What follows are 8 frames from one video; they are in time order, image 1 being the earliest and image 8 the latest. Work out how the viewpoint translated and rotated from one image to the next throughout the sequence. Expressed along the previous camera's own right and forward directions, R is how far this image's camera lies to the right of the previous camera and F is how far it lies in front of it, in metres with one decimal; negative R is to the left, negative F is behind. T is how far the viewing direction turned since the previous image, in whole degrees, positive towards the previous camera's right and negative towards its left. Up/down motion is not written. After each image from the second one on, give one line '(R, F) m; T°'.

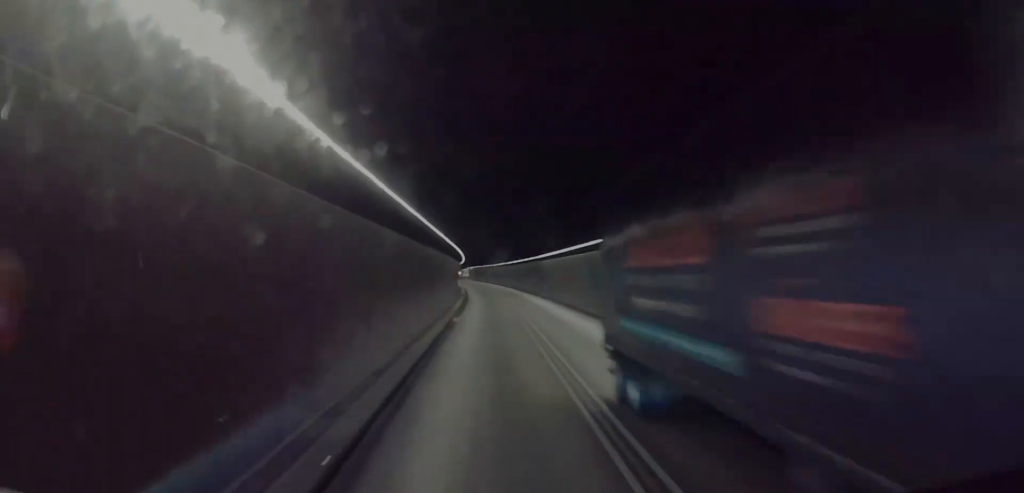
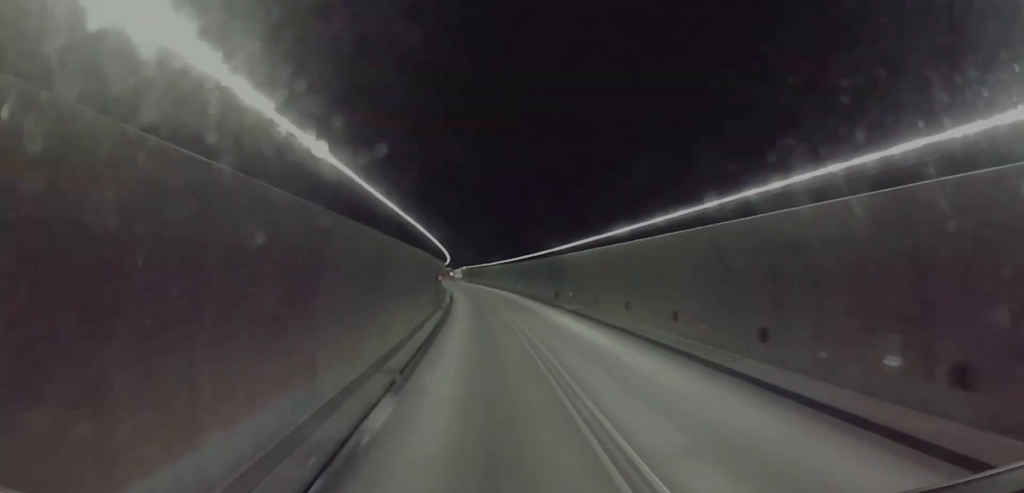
(0.0, +23.9) m; 0°
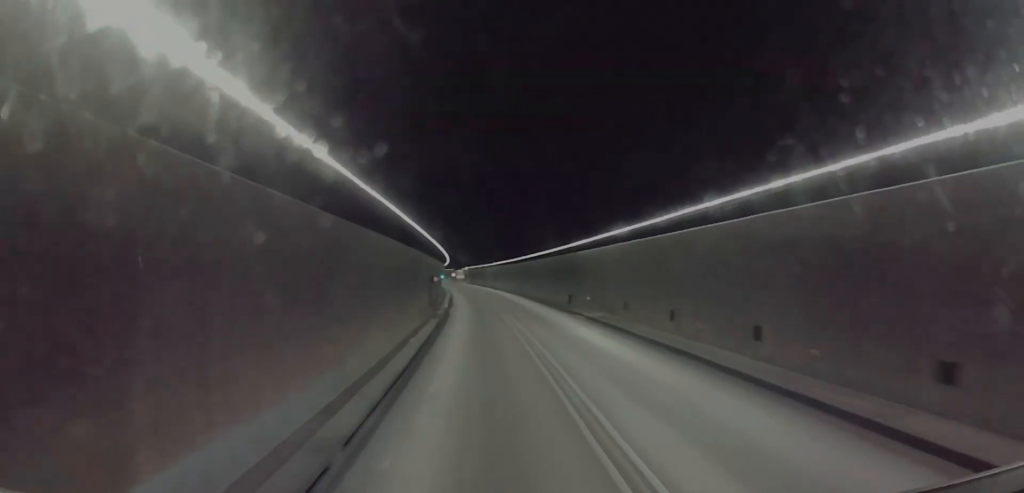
(0.0, +6.9) m; 0°
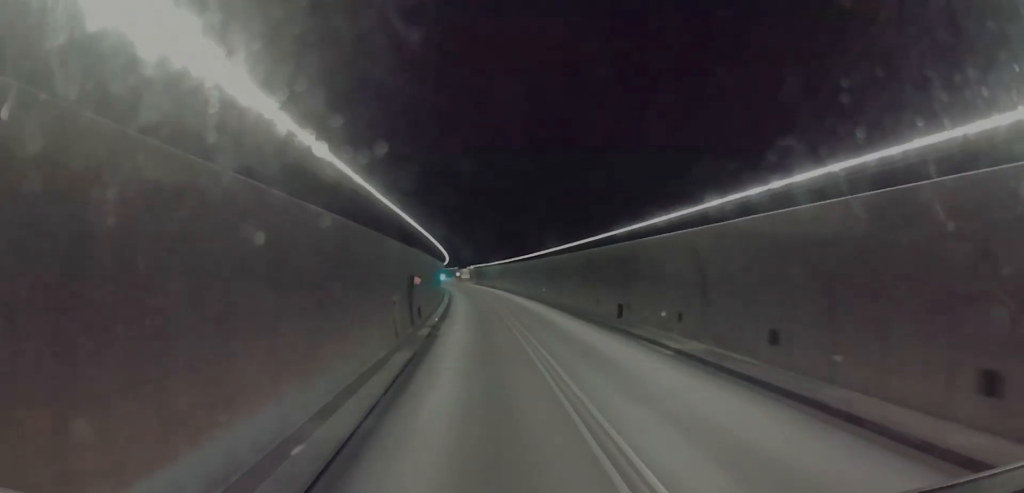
(0.0, +15.5) m; 0°
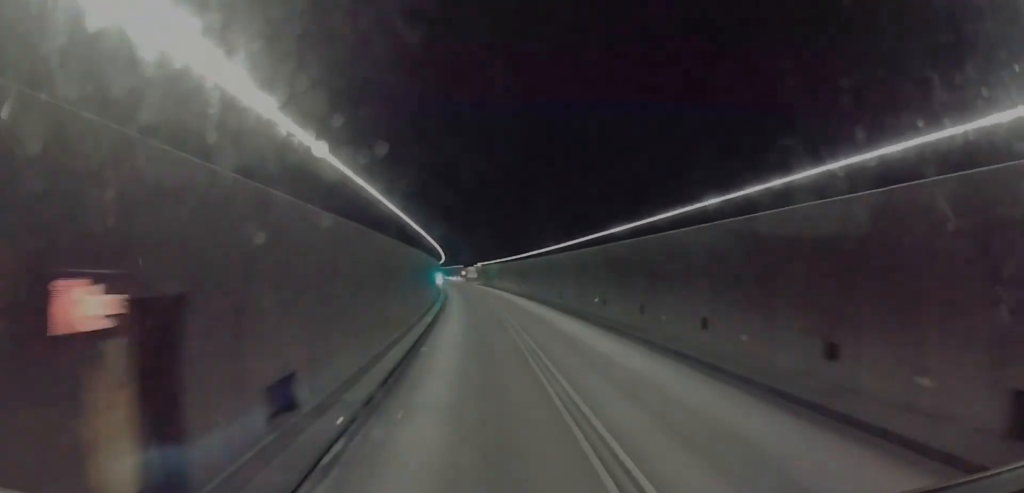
(0.0, +25.1) m; +1°
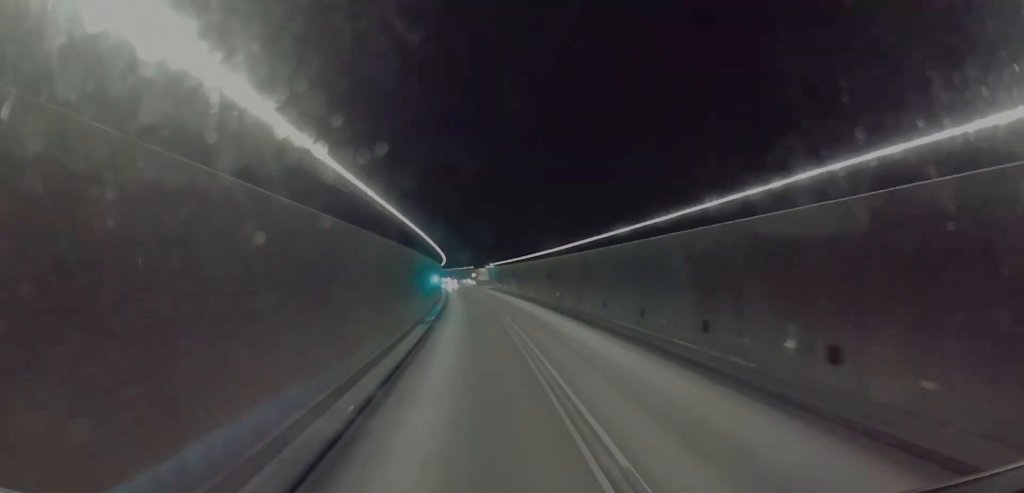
(+0.5, +21.9) m; 0°
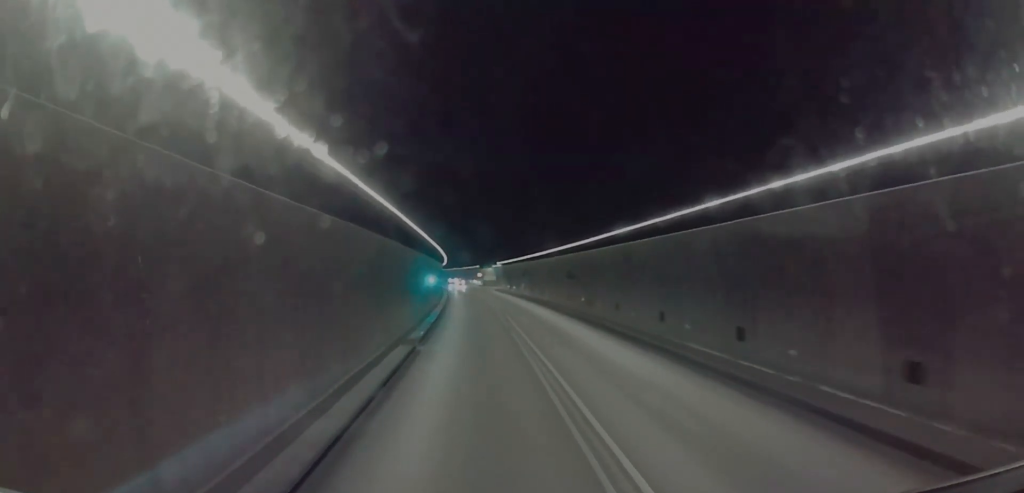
(-0.2, +9.5) m; -1°
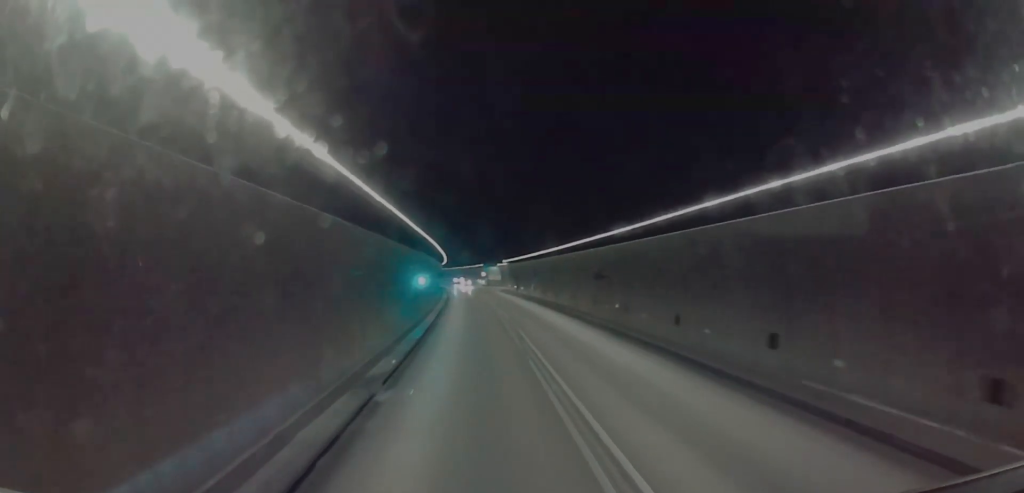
(-0.1, +9.2) m; -1°
